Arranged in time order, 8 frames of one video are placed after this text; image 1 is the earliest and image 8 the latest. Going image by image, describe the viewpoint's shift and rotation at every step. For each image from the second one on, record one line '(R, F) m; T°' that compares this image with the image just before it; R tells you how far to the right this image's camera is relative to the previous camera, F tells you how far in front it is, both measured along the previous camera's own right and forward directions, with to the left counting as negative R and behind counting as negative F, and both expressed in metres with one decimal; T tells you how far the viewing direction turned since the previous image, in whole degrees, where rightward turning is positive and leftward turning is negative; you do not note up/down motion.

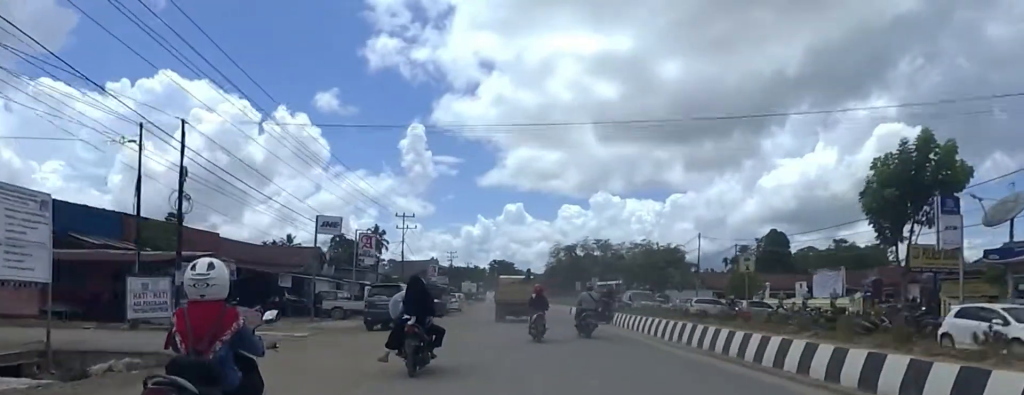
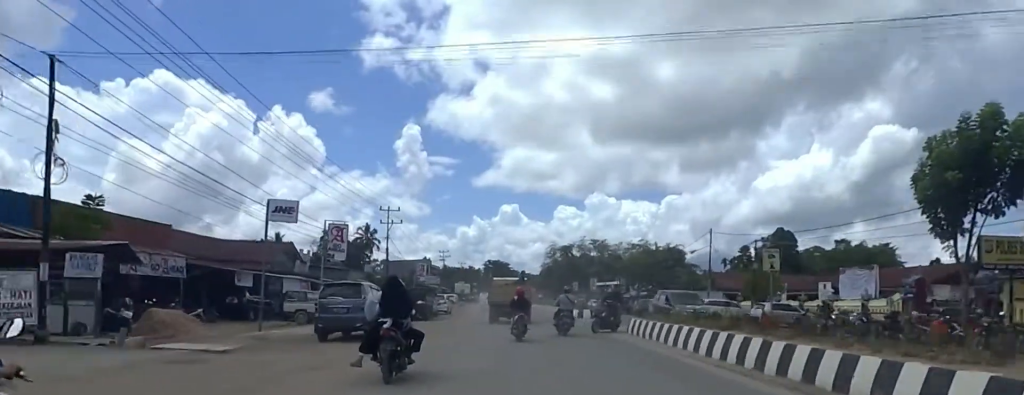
(0.0, +4.8) m; 0°
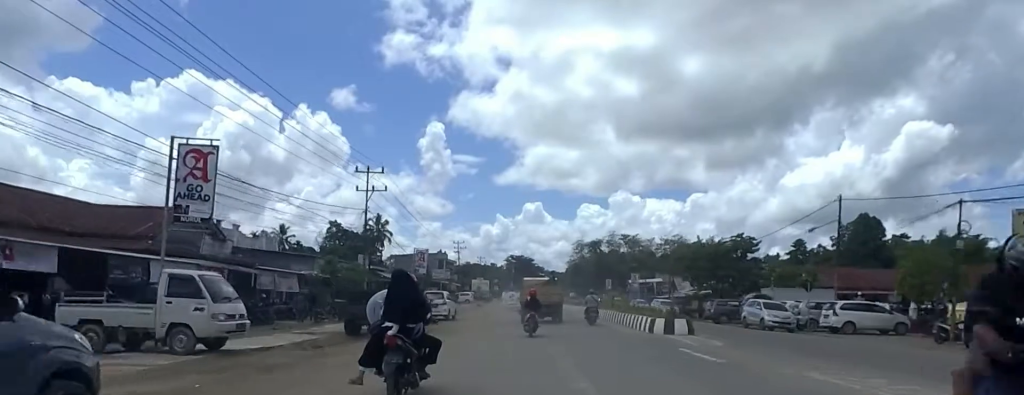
(0.0, +16.3) m; 0°
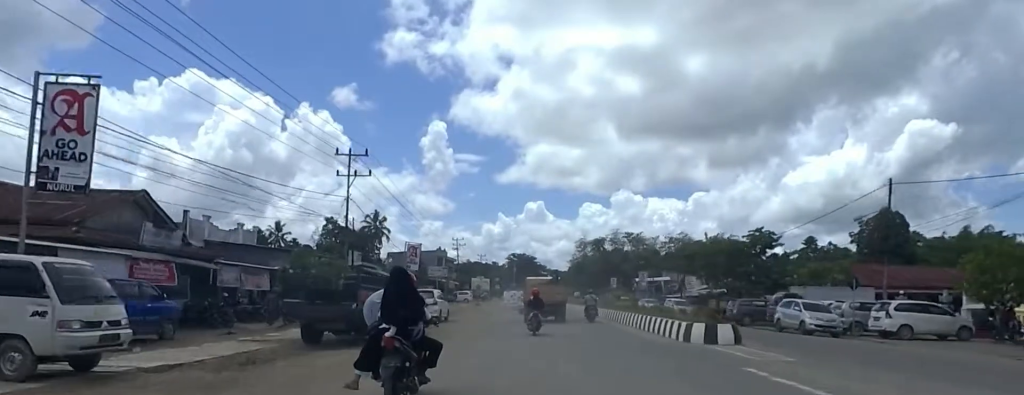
(0.0, +4.4) m; 0°
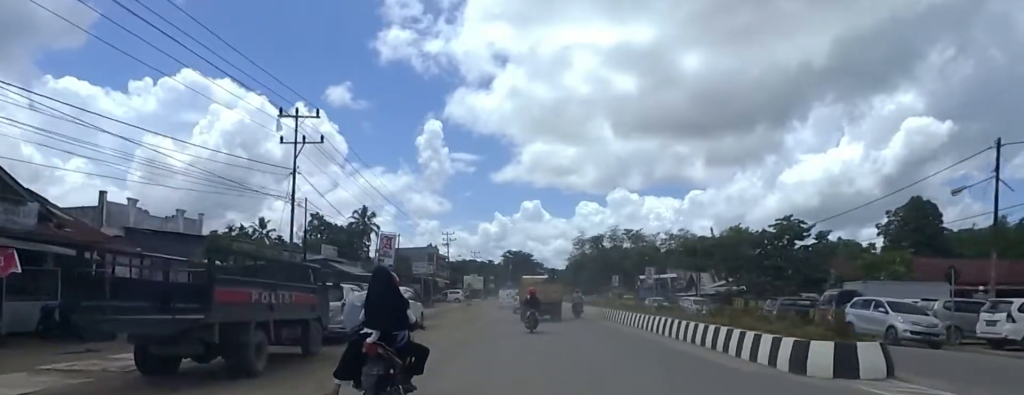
(0.0, +7.3) m; 0°
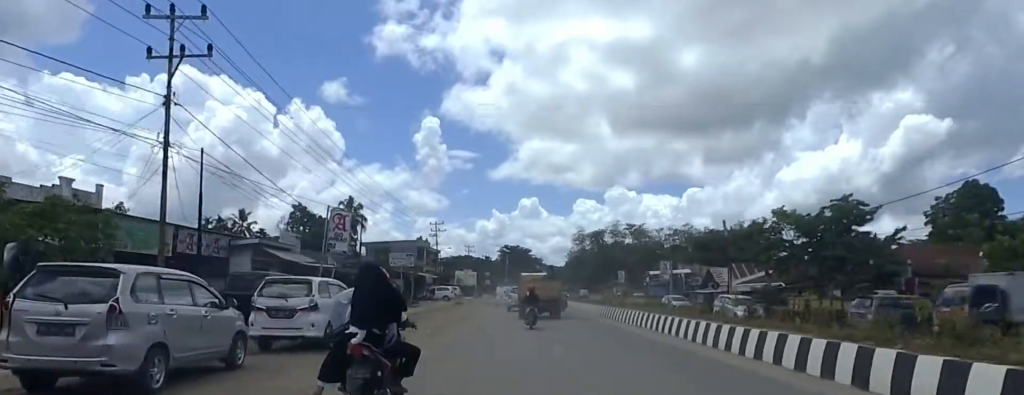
(0.0, +9.5) m; 0°
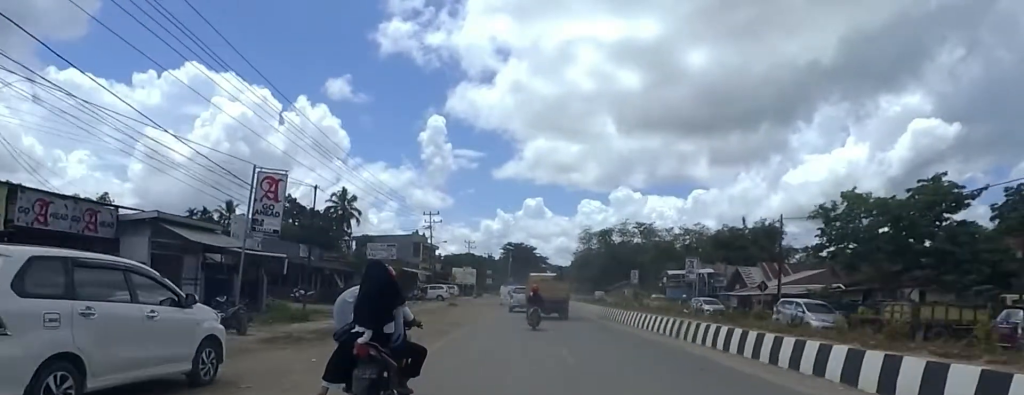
(0.0, +8.4) m; 0°
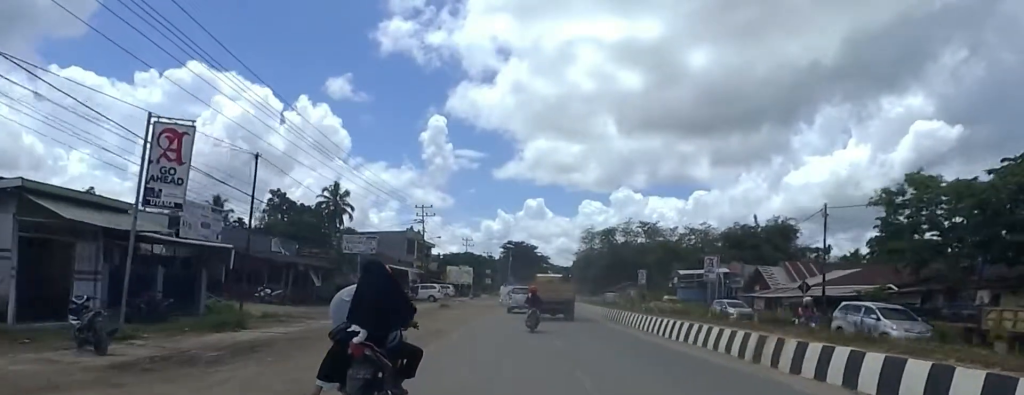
(0.0, +5.7) m; 0°
